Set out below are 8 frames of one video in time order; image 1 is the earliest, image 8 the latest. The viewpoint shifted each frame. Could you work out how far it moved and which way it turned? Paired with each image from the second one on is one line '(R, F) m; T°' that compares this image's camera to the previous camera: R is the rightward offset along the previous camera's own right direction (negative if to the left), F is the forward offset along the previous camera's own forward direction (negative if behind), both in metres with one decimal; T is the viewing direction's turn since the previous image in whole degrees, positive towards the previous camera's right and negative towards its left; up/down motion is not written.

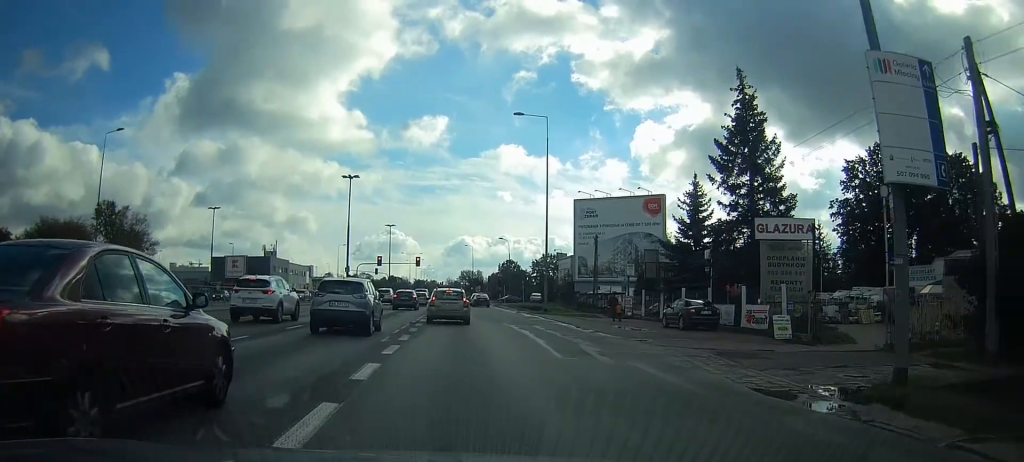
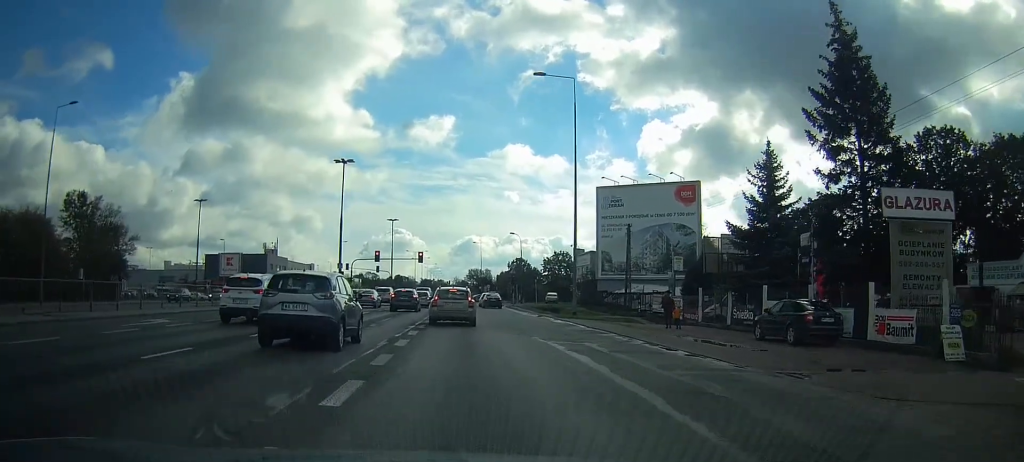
(-0.1, +10.0) m; -1°
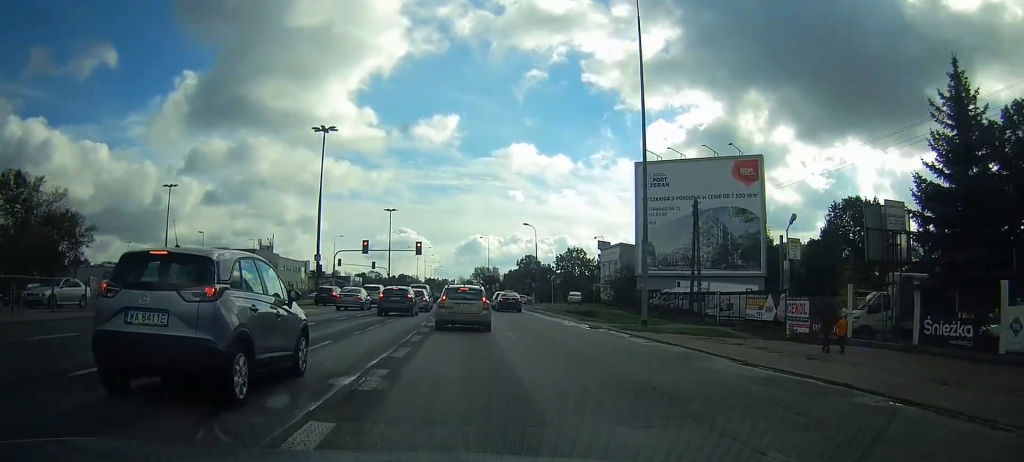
(-0.2, +14.3) m; -1°
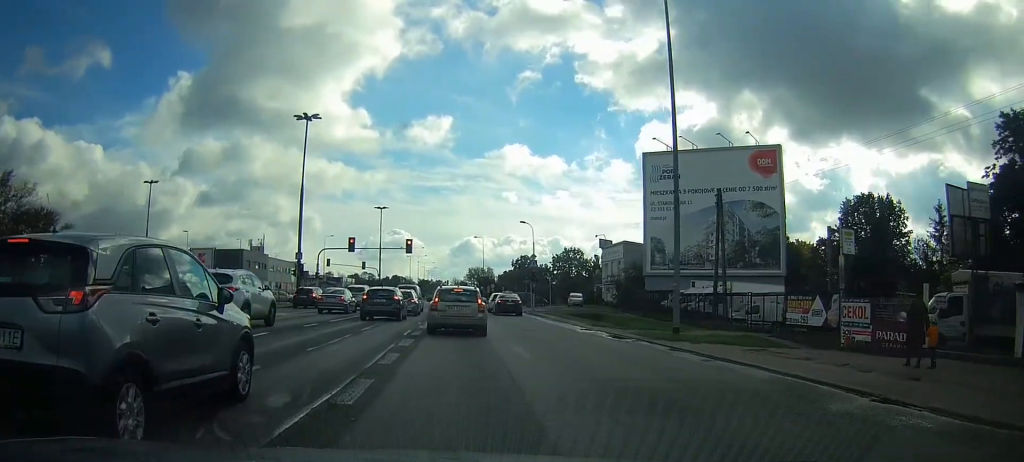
(0.0, +5.1) m; 0°
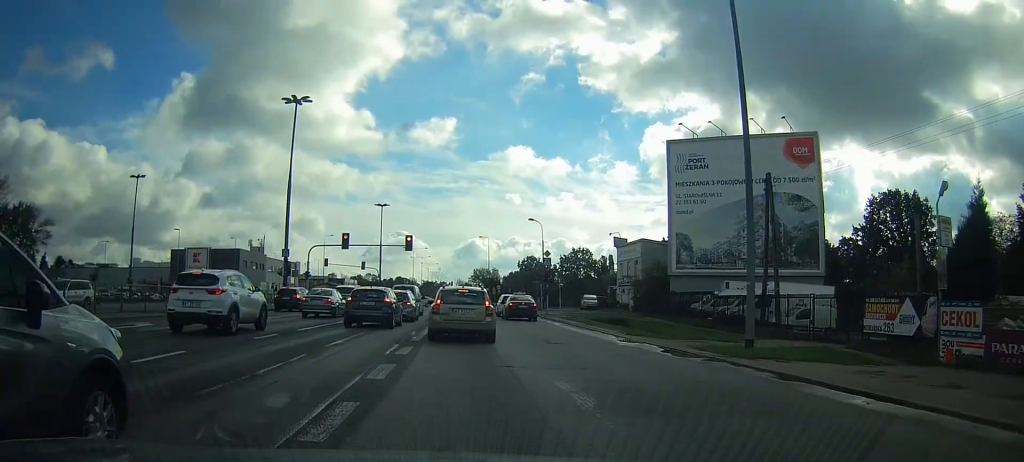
(0.0, +5.2) m; 0°
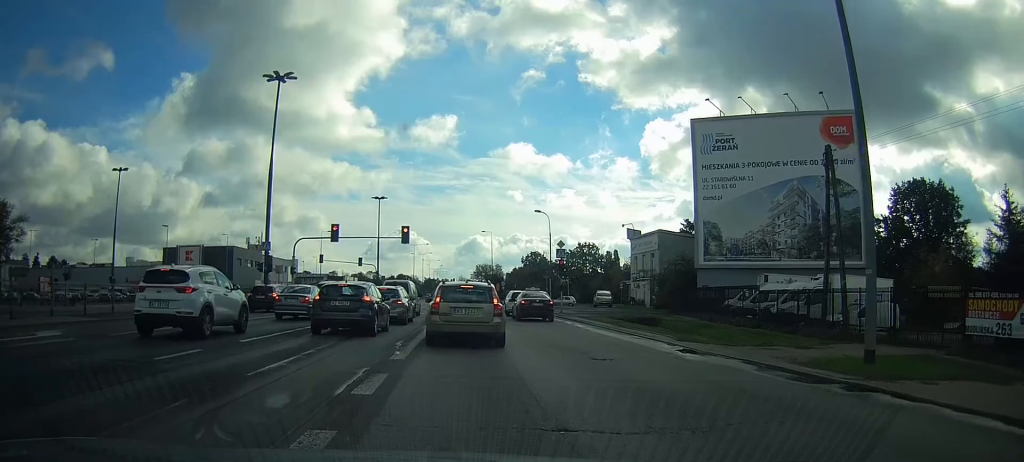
(0.0, +4.9) m; 0°
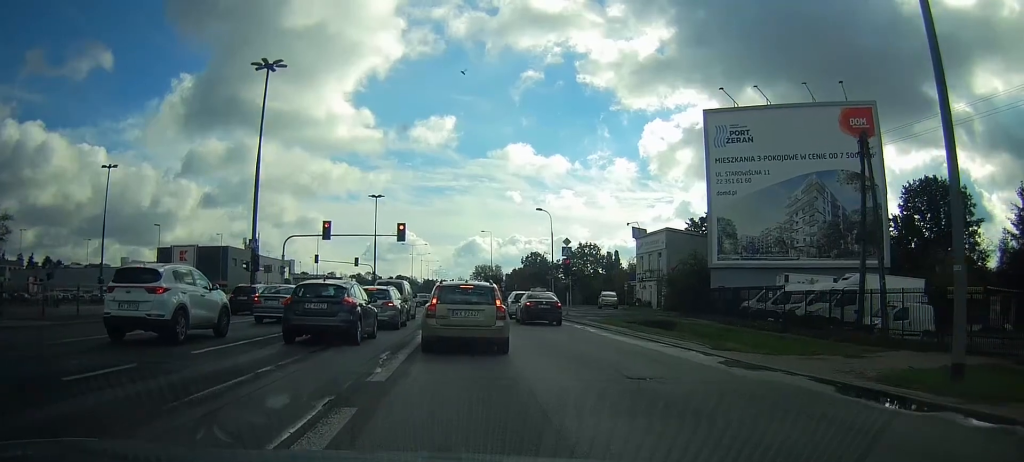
(0.0, +2.6) m; 0°
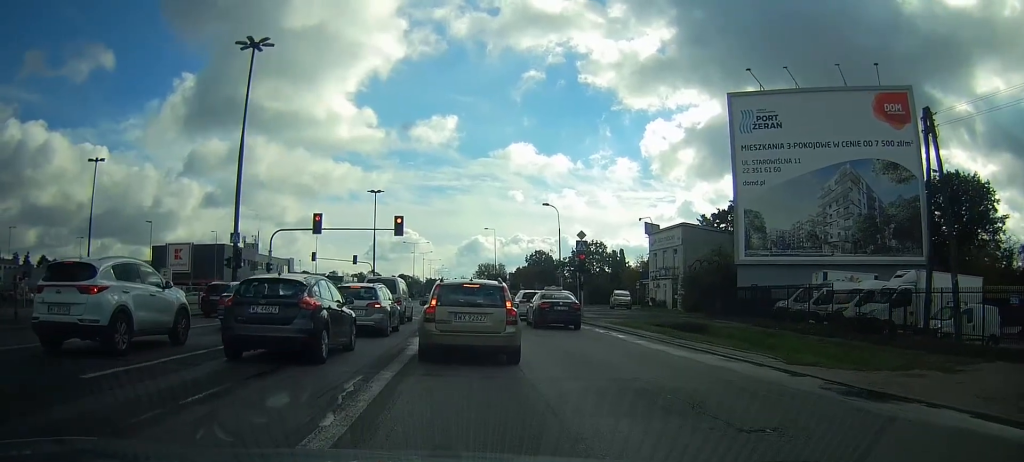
(-0.1, +4.0) m; -2°
